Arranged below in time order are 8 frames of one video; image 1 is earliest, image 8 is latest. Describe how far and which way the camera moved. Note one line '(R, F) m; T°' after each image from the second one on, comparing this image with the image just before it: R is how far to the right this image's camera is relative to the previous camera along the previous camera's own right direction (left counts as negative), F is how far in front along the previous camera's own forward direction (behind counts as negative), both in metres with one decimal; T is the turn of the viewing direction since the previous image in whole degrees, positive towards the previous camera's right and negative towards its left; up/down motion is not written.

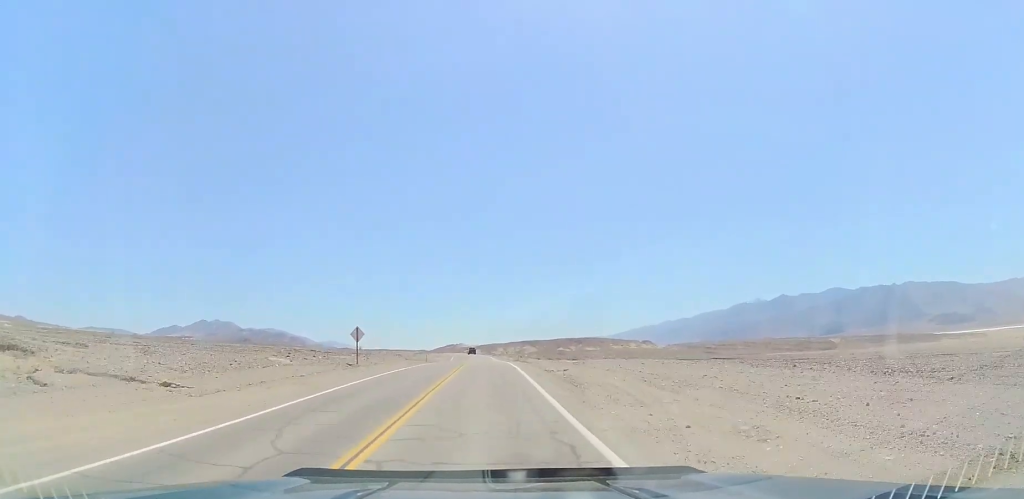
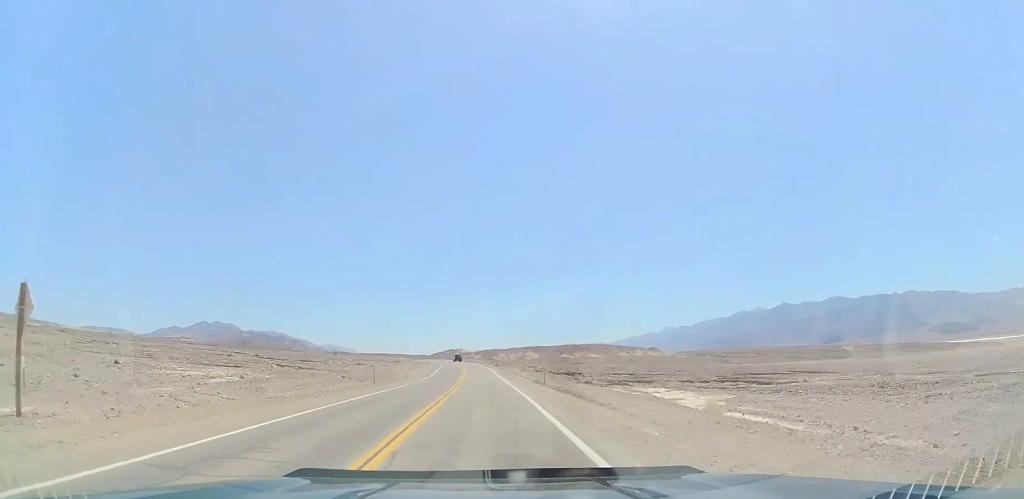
(+0.2, +32.7) m; +1°
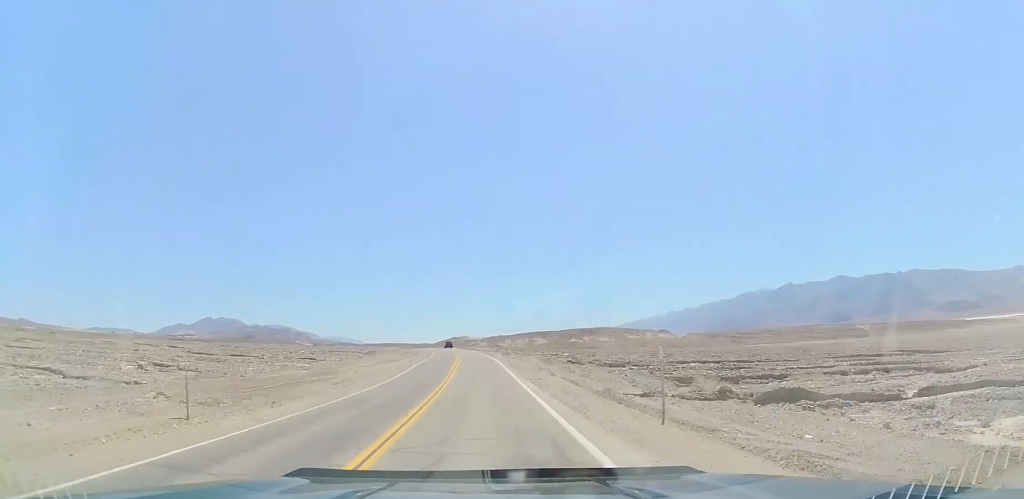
(0.0, +25.6) m; 0°
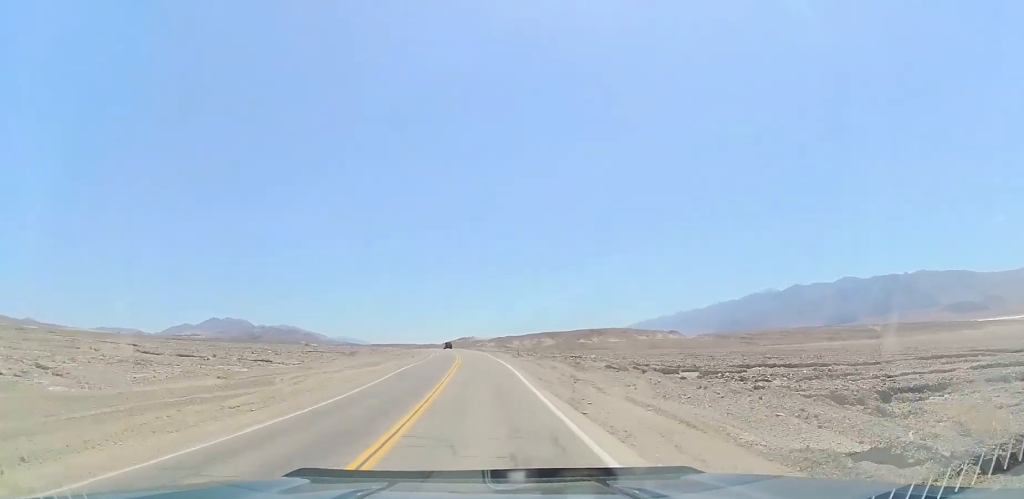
(0.0, +12.8) m; 0°
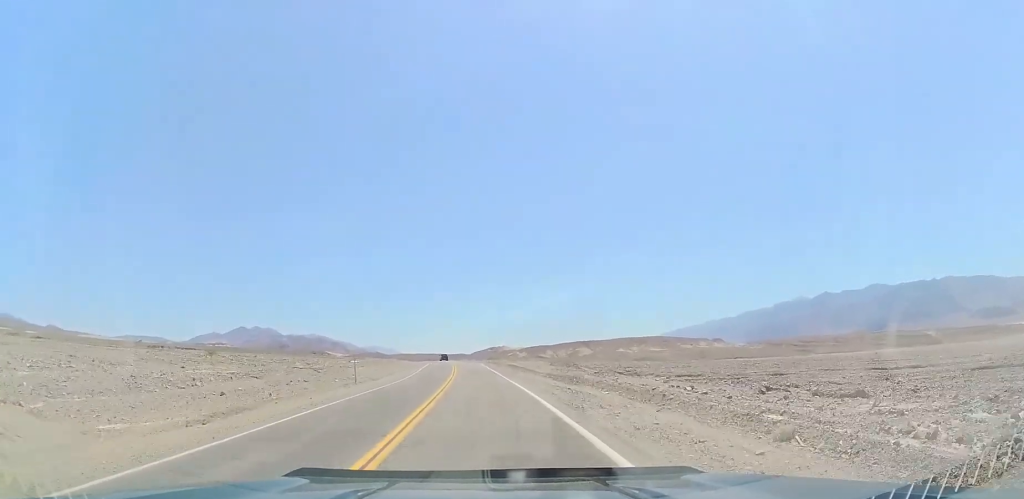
(-1.2, +59.2) m; -4°
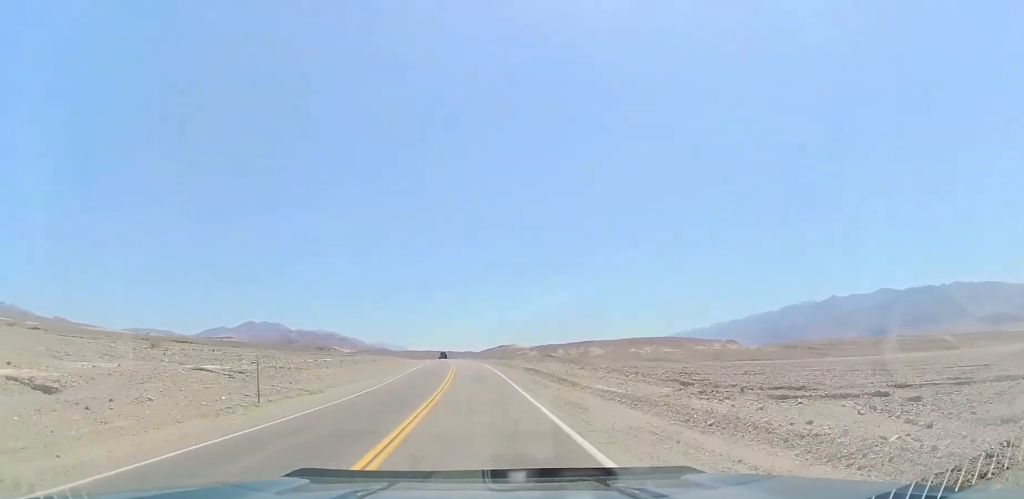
(-0.1, +16.4) m; -2°
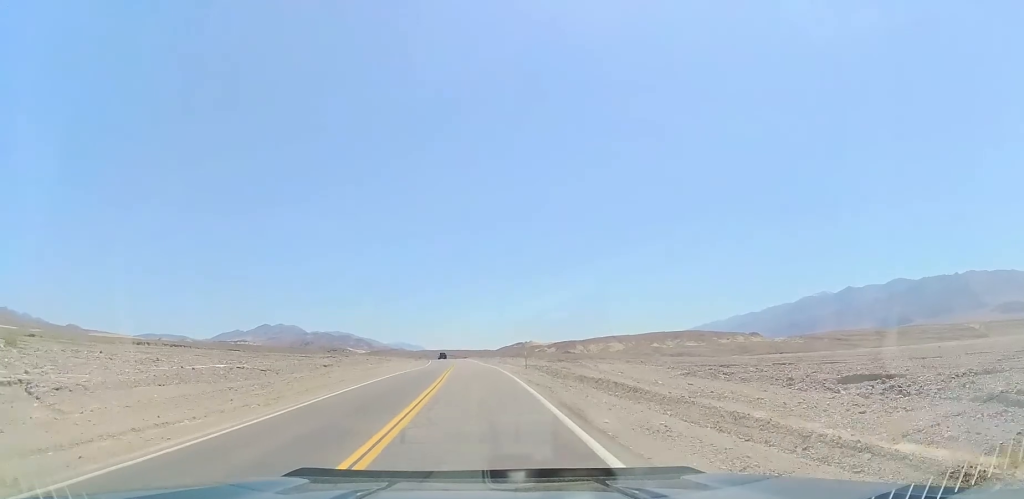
(-0.7, +25.3) m; -2°
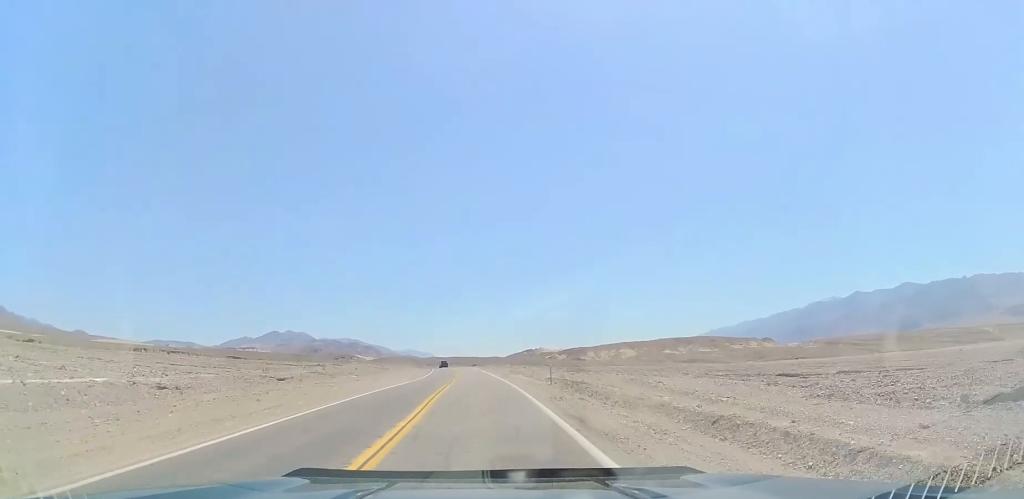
(0.0, +11.7) m; -1°
